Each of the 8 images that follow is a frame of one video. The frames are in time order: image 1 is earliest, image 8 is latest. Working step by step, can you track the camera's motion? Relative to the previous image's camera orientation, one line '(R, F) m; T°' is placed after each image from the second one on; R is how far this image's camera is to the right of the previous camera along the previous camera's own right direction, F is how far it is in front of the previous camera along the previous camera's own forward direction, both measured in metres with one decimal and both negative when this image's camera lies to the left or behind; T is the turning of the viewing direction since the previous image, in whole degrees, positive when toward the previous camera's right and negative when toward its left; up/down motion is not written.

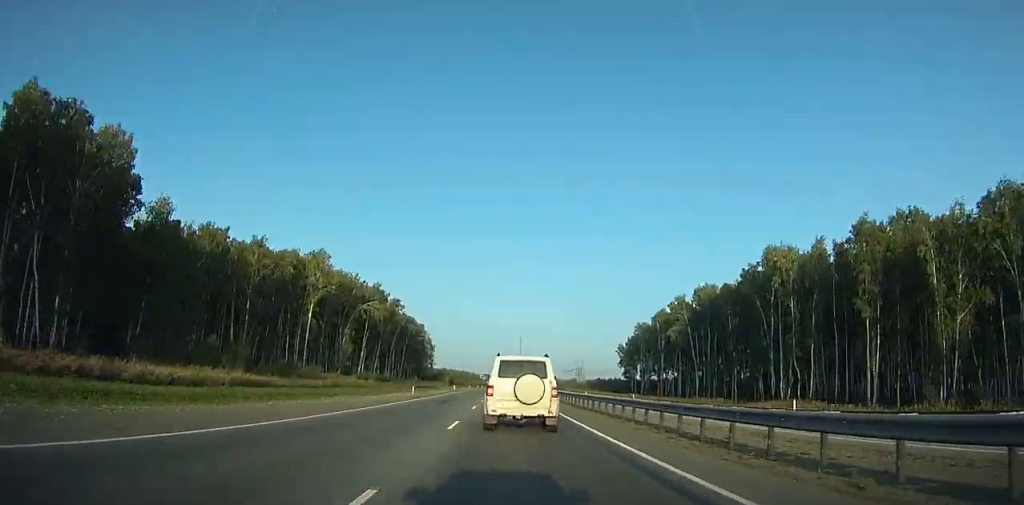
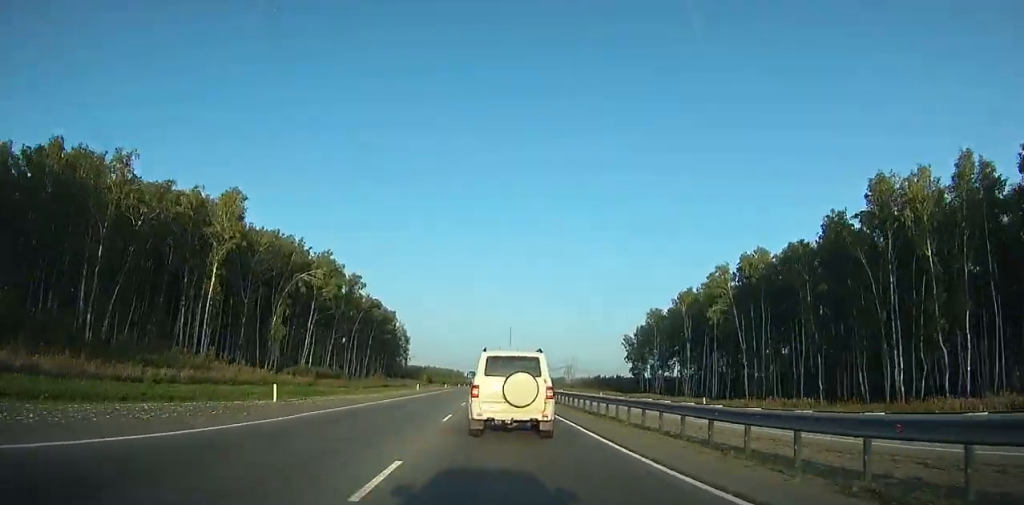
(+0.2, +33.9) m; 0°
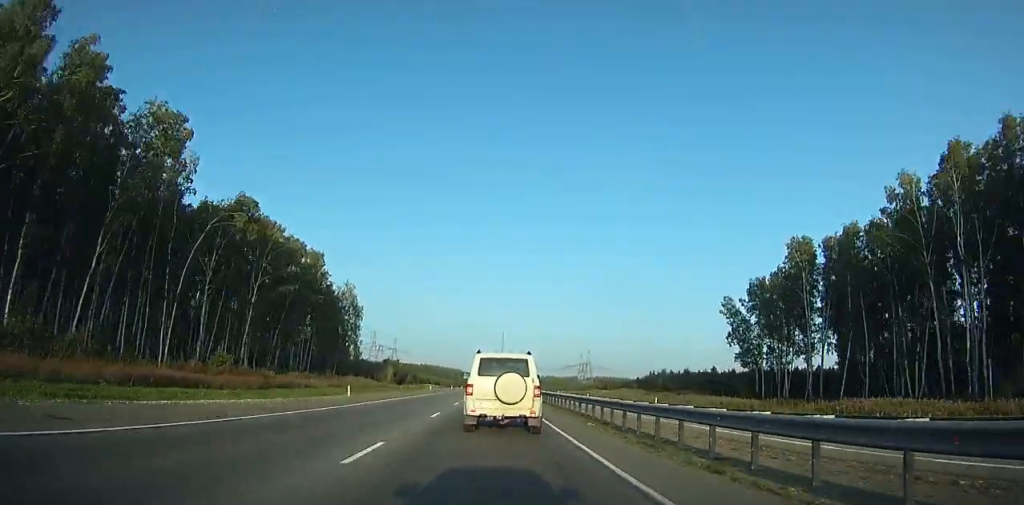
(+0.4, +85.5) m; 0°
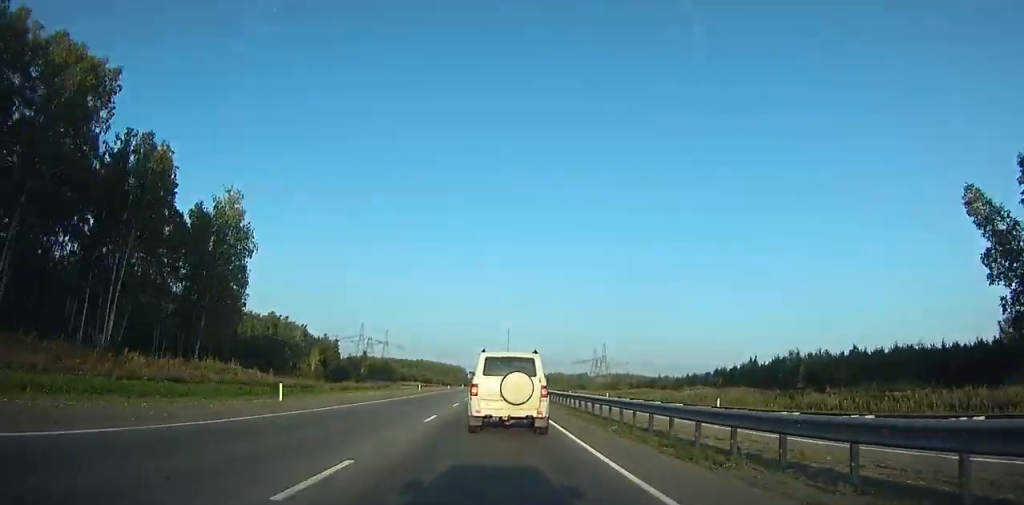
(0.0, +62.1) m; 0°
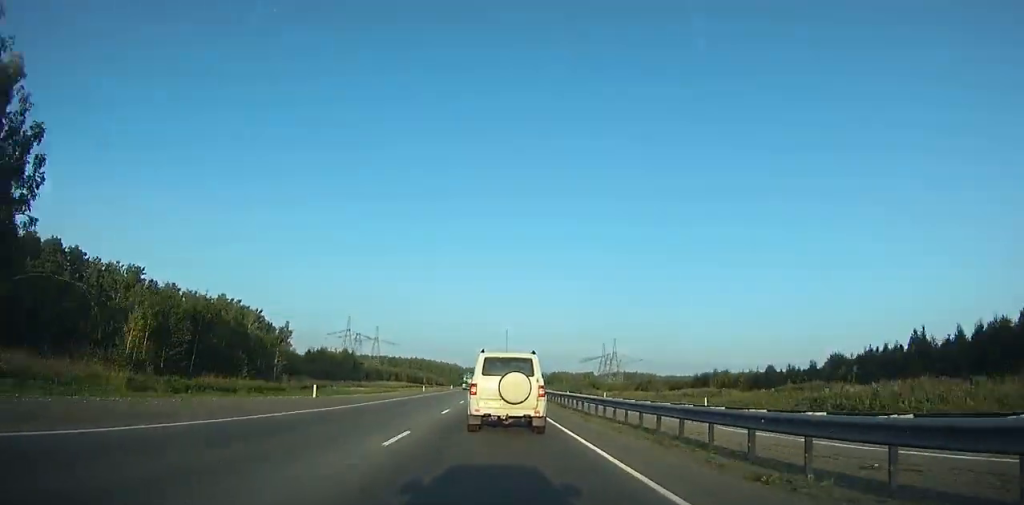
(-0.2, +44.0) m; 0°
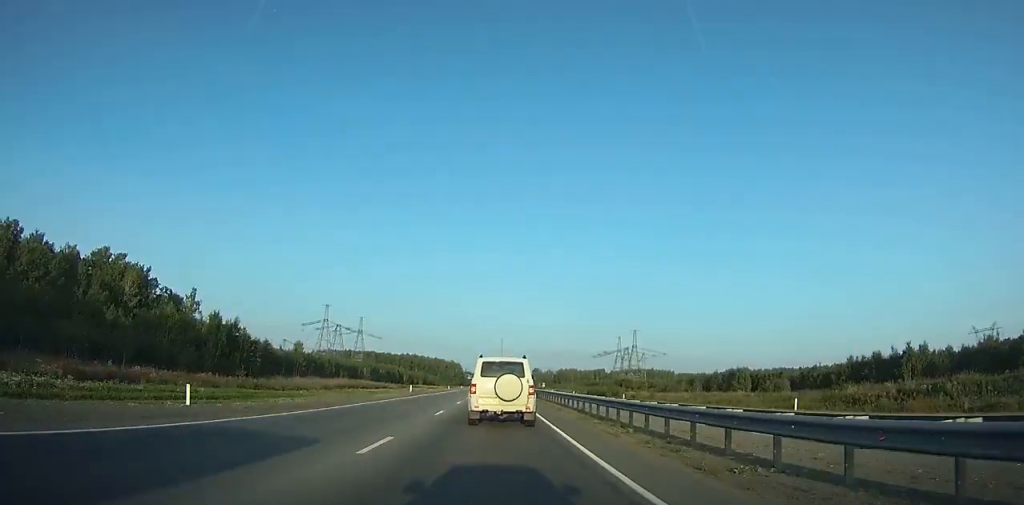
(+0.2, +64.5) m; 0°
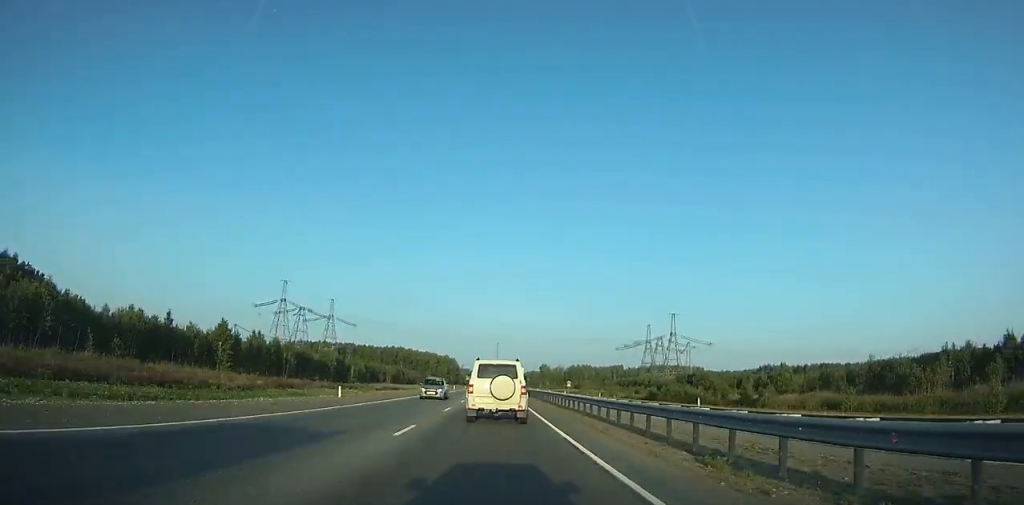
(0.0, +82.5) m; 0°
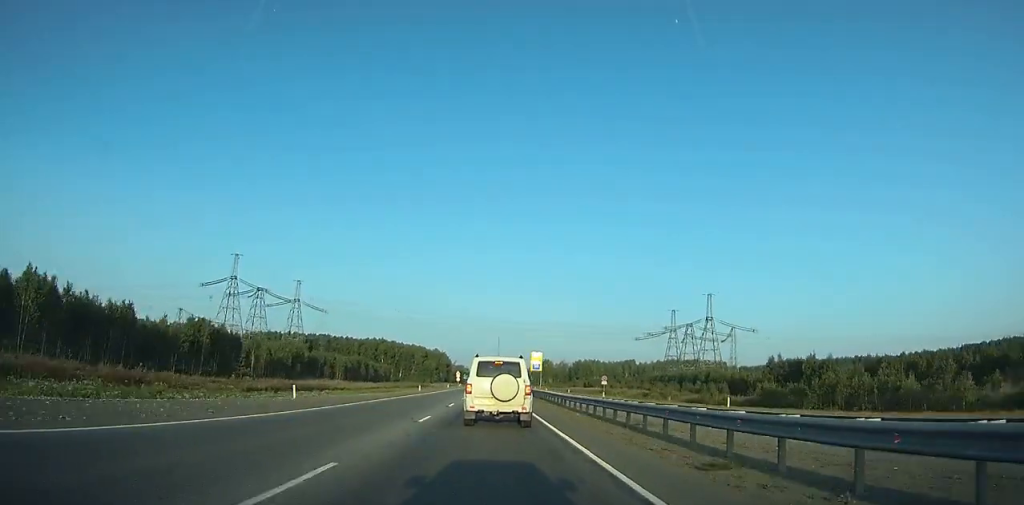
(+0.1, +54.5) m; 0°
